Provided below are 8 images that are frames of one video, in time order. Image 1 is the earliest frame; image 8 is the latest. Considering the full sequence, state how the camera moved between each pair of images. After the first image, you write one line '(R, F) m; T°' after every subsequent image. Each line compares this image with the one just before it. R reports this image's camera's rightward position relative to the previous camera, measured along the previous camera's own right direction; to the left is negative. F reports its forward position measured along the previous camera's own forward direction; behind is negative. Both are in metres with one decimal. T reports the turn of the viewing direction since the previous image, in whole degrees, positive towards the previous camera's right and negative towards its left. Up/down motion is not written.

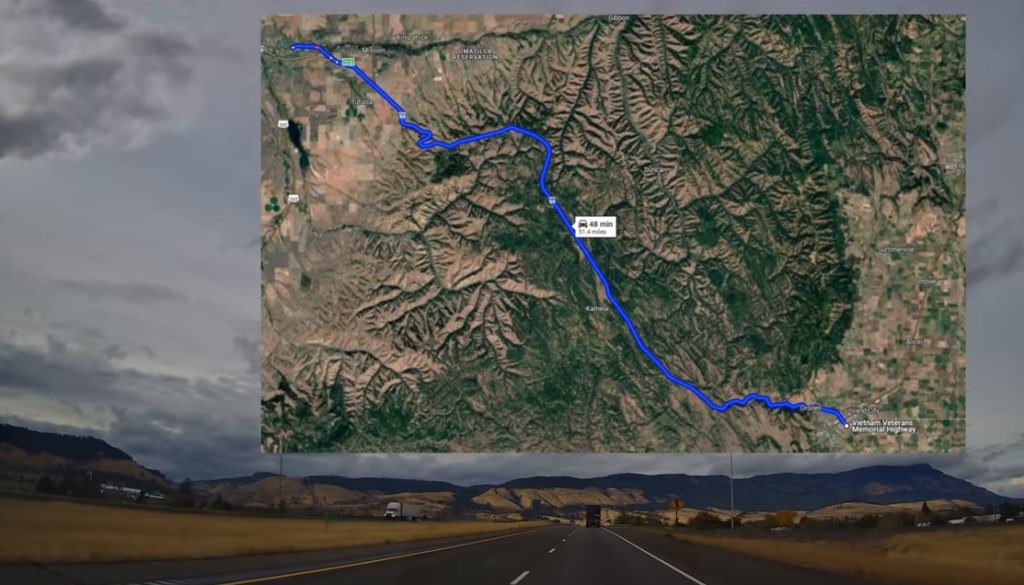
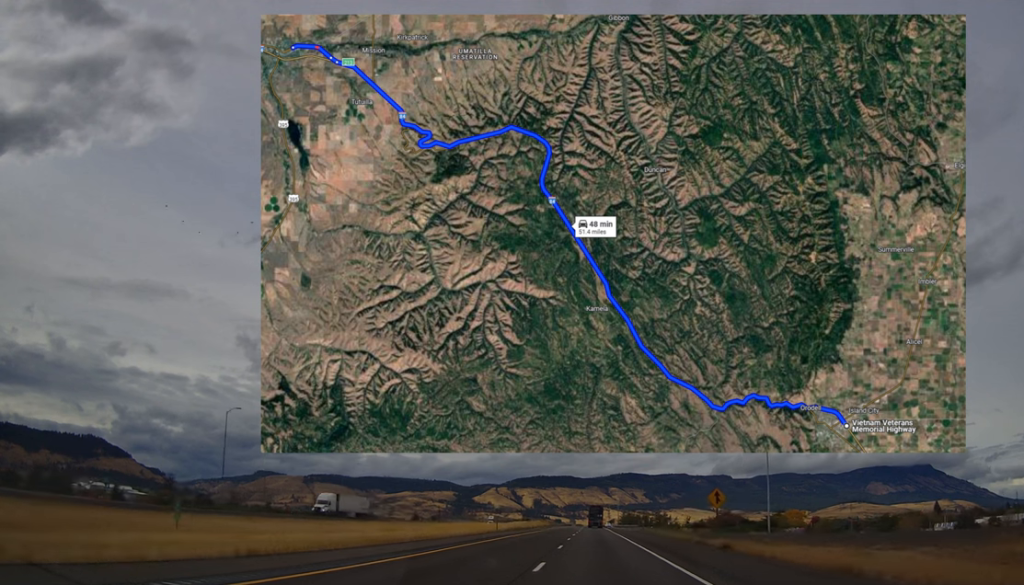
(+0.8, +20.8) m; +1°
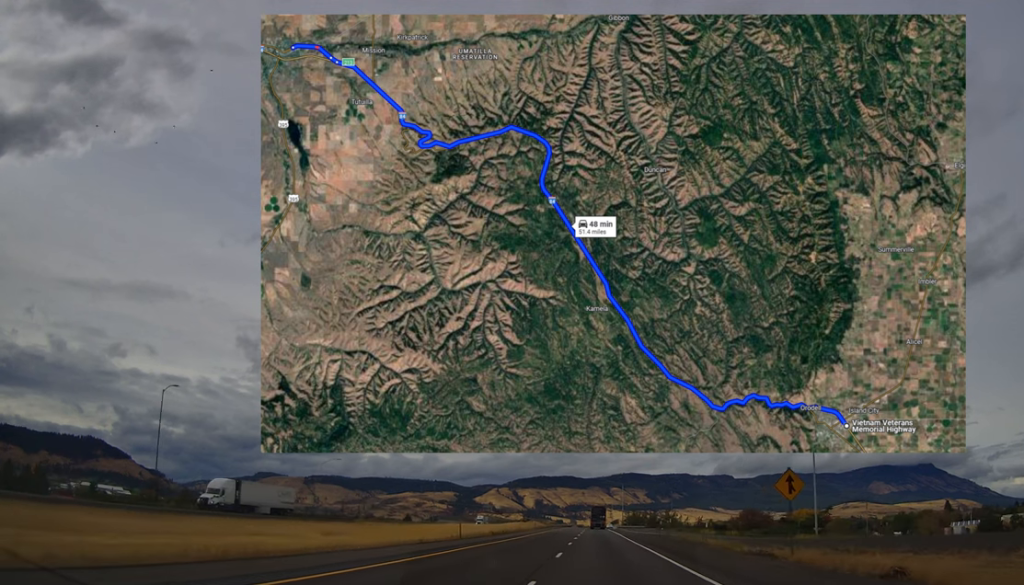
(+0.1, +17.6) m; 0°
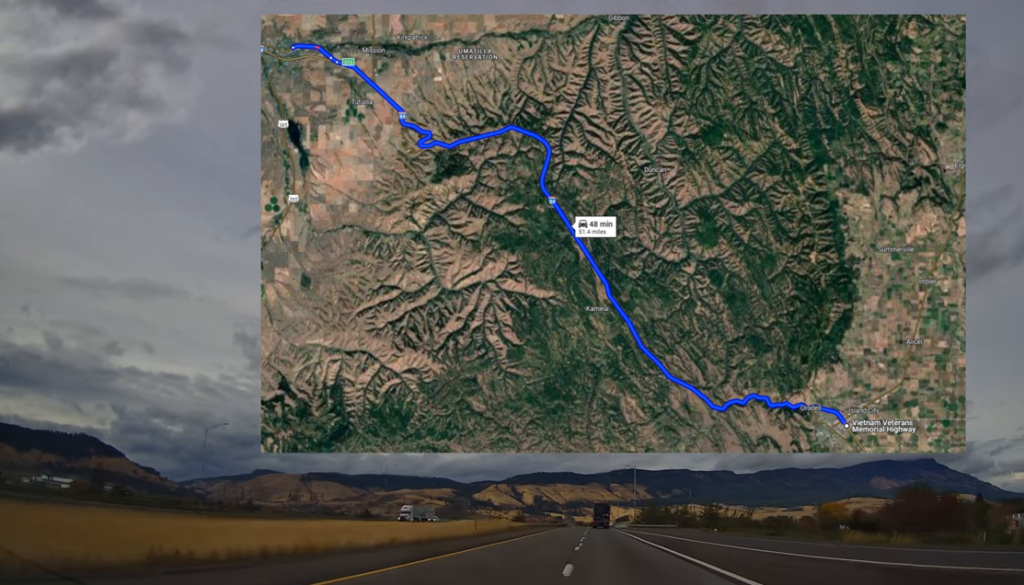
(-0.4, +54.9) m; -1°
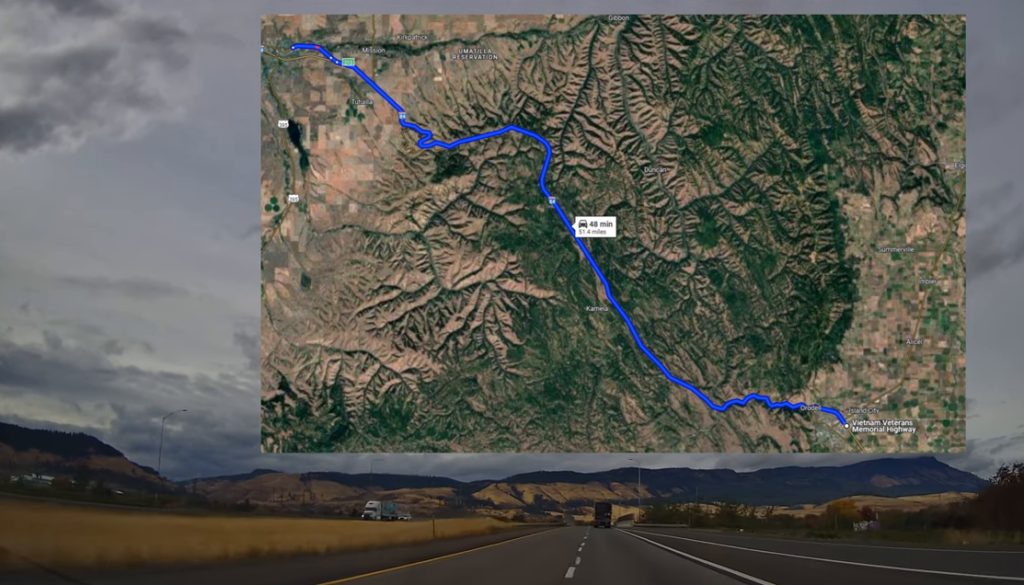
(-0.2, +13.1) m; 0°
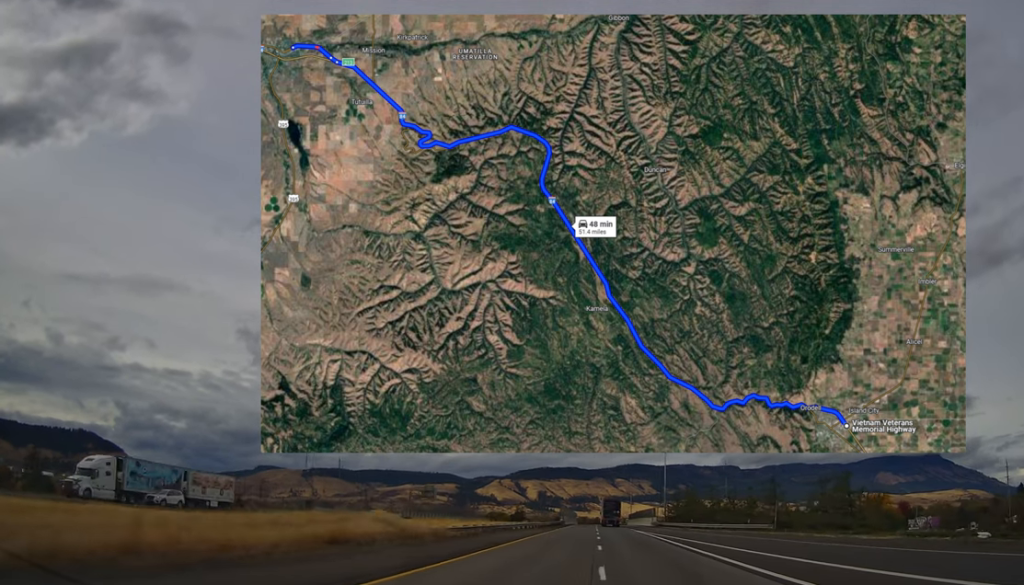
(+0.1, +41.6) m; +1°
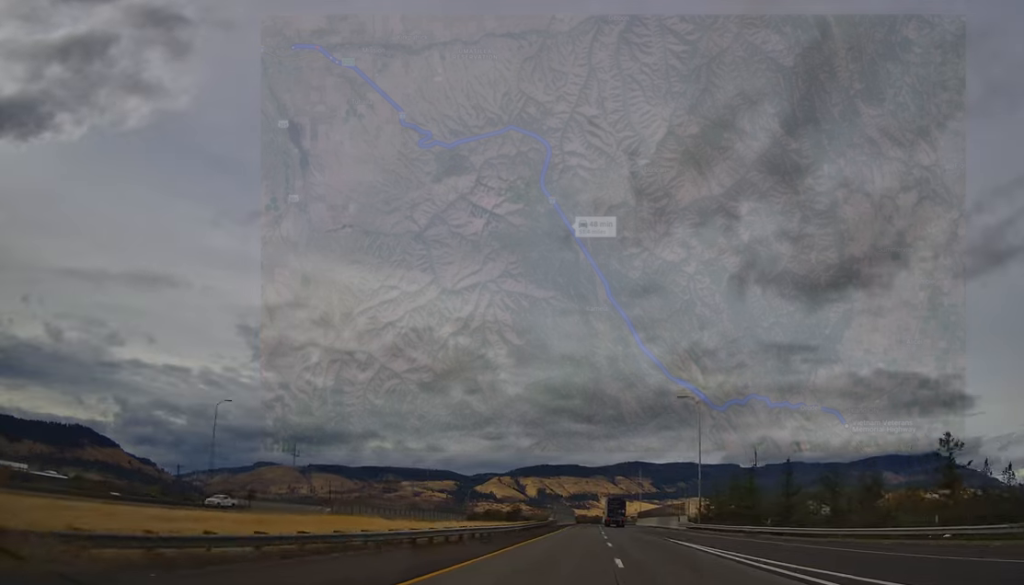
(0.0, +34.0) m; -1°
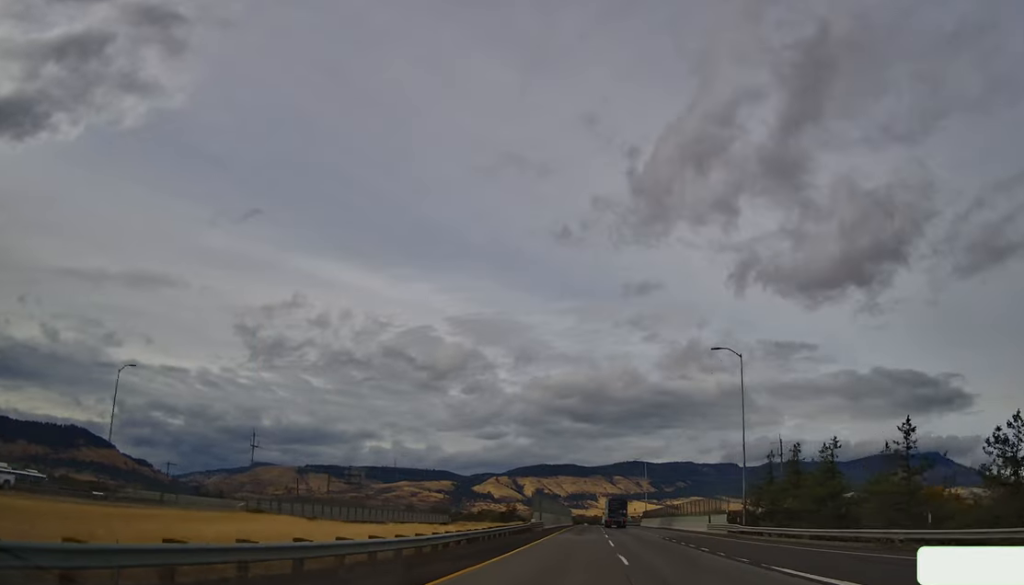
(-0.3, +23.0) m; 0°
